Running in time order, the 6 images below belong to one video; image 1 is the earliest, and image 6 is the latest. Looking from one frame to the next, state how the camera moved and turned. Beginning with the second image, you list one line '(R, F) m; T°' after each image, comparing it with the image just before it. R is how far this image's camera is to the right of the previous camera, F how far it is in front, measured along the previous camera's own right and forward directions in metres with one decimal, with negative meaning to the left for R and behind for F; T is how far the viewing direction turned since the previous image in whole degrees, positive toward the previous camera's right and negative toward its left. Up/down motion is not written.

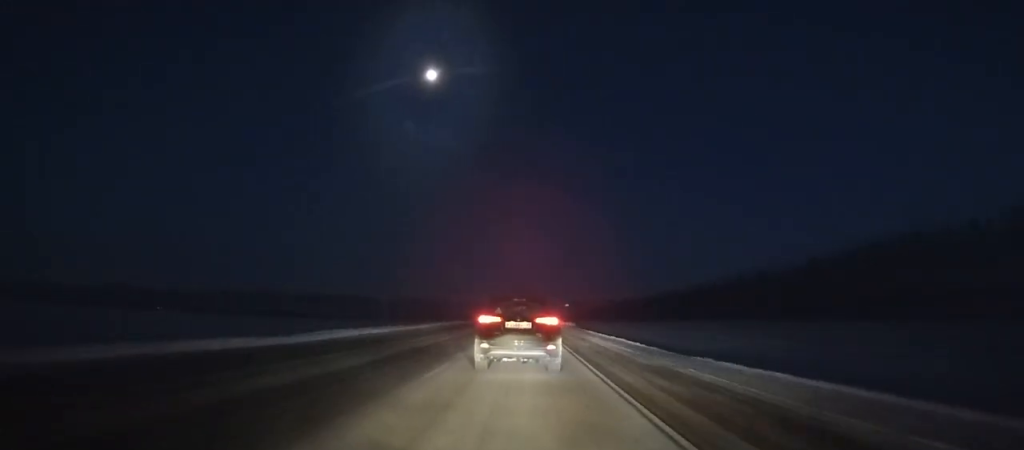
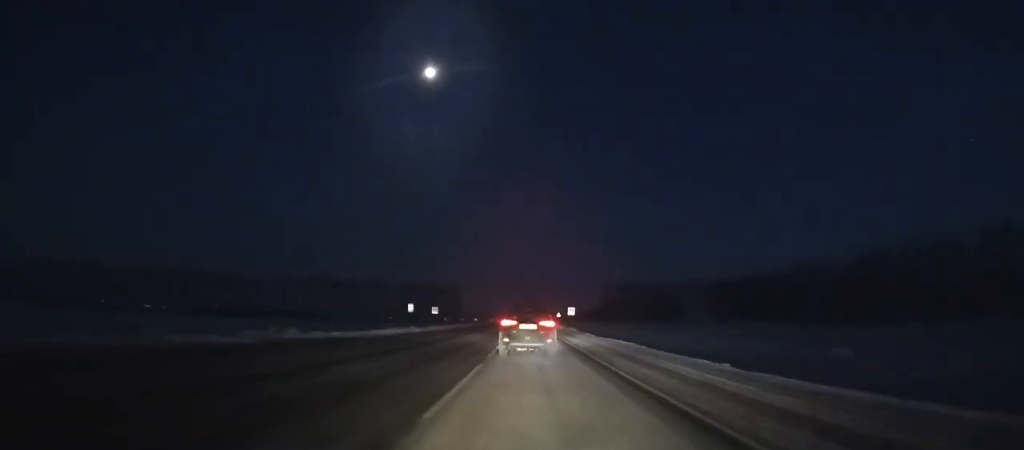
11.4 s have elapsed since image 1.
(-0.1, +206.2) m; 0°
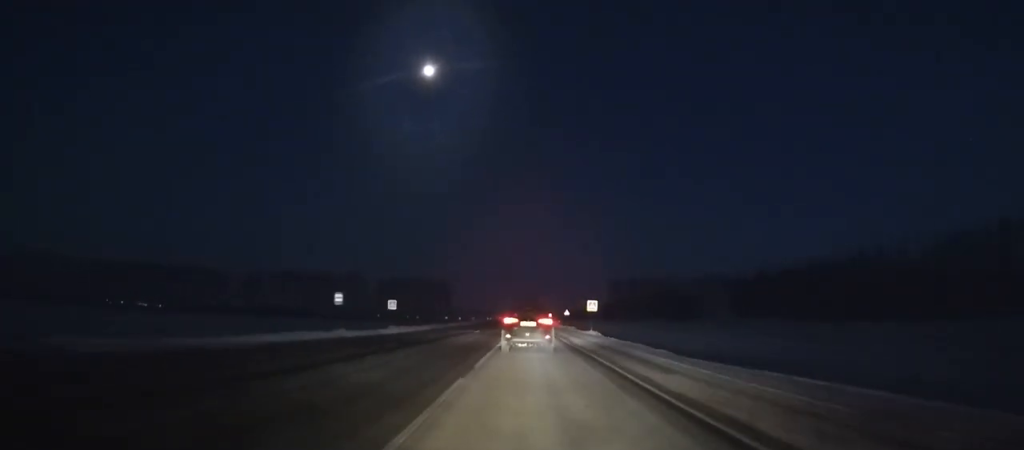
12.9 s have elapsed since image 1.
(-0.1, +27.9) m; 0°
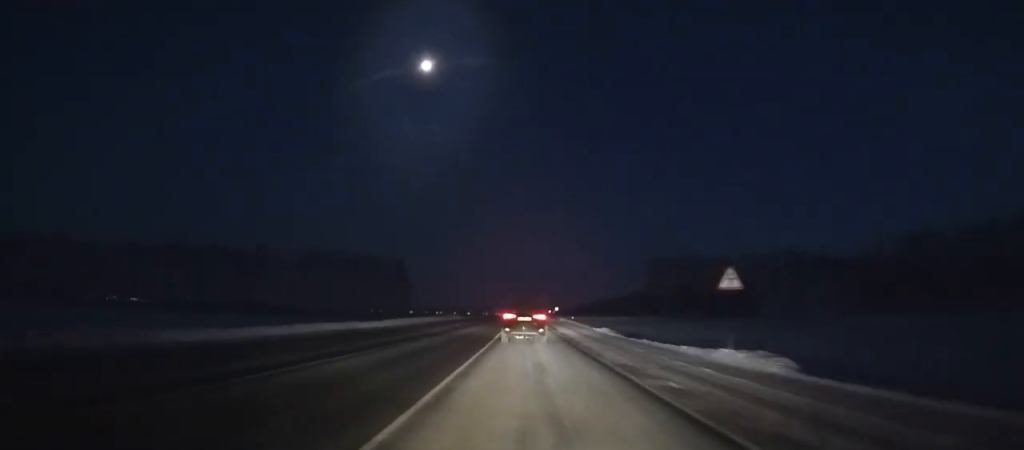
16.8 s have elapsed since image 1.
(+0.3, +74.0) m; 0°
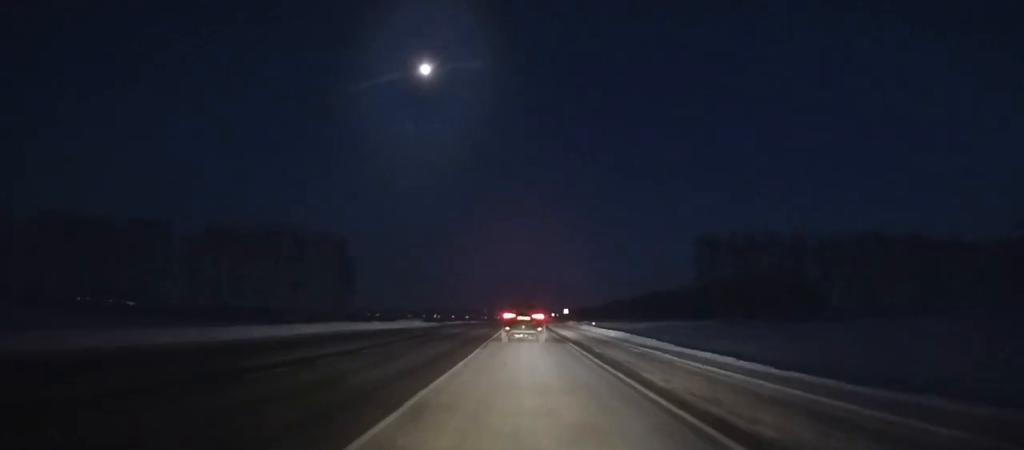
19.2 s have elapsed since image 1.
(+0.1, +46.5) m; 0°
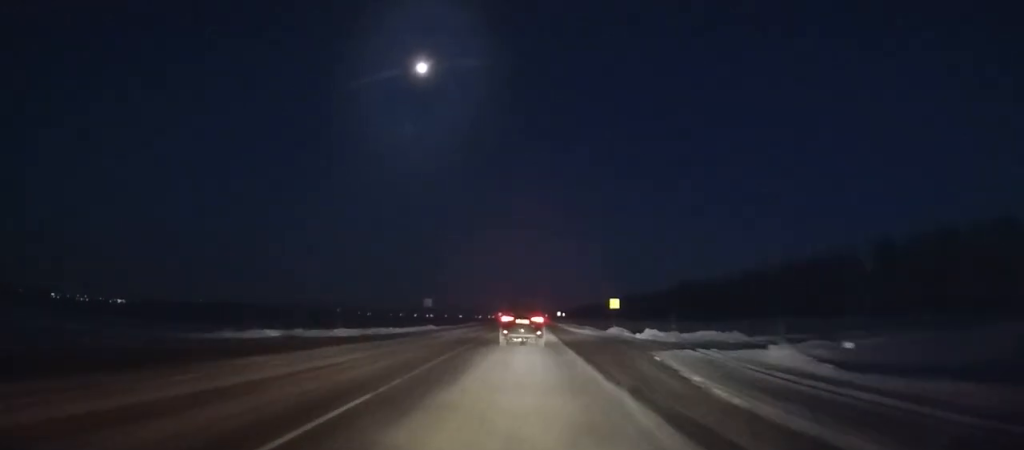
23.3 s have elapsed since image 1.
(+0.3, +80.2) m; 0°
